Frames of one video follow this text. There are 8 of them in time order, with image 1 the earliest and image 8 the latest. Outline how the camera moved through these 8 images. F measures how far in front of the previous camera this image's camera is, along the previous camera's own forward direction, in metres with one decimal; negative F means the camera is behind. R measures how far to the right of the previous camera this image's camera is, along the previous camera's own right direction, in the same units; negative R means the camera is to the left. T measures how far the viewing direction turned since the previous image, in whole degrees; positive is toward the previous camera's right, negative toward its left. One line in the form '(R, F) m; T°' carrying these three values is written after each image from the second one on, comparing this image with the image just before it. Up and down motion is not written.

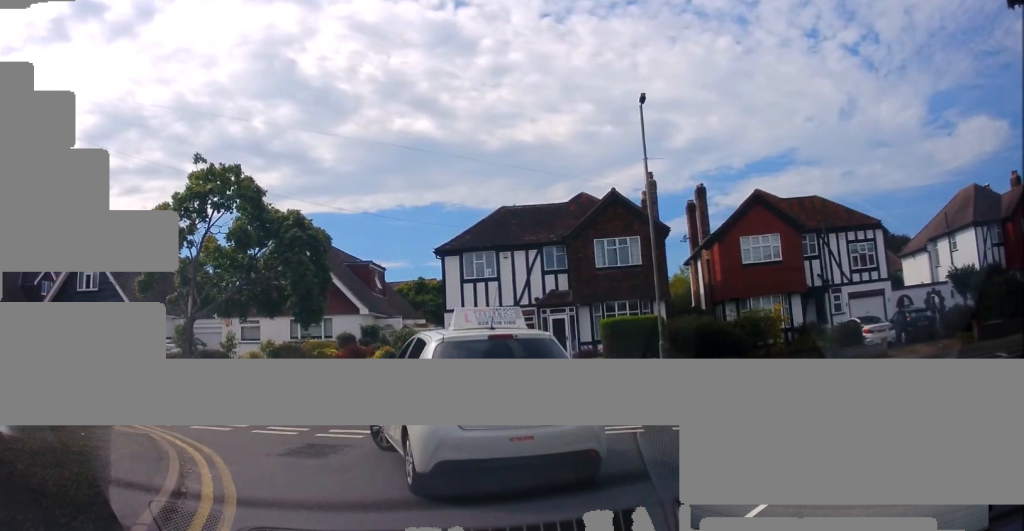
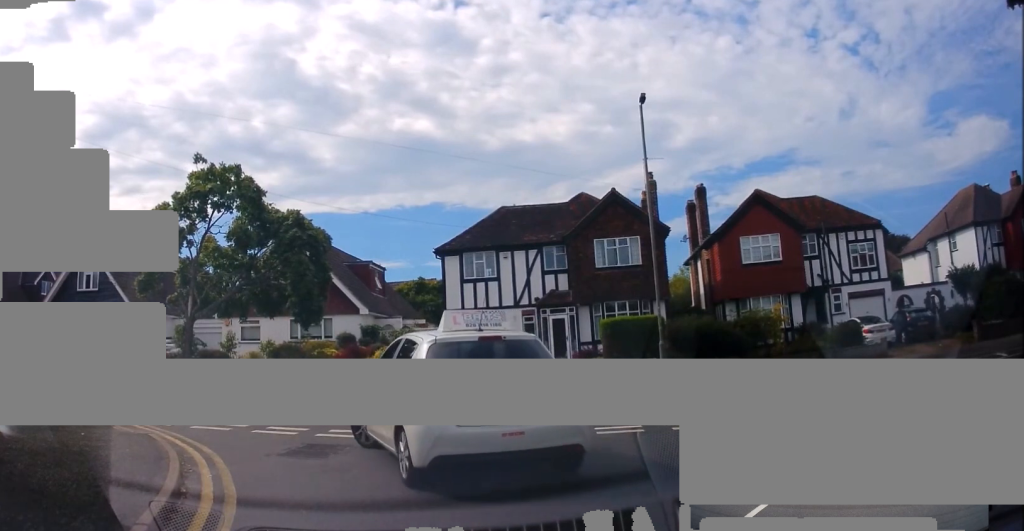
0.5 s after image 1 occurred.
(0.0, 0.0) m; 0°
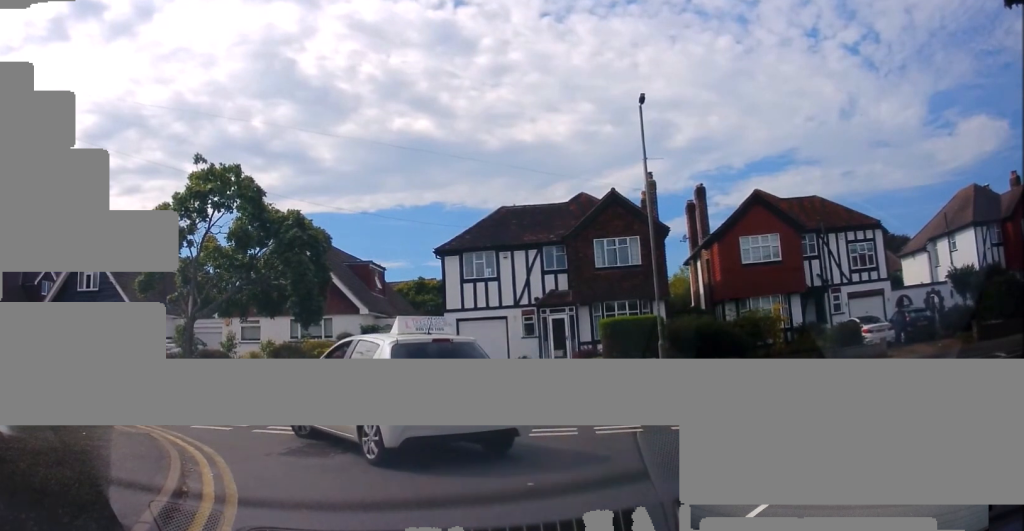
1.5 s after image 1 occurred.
(0.0, 0.0) m; 0°
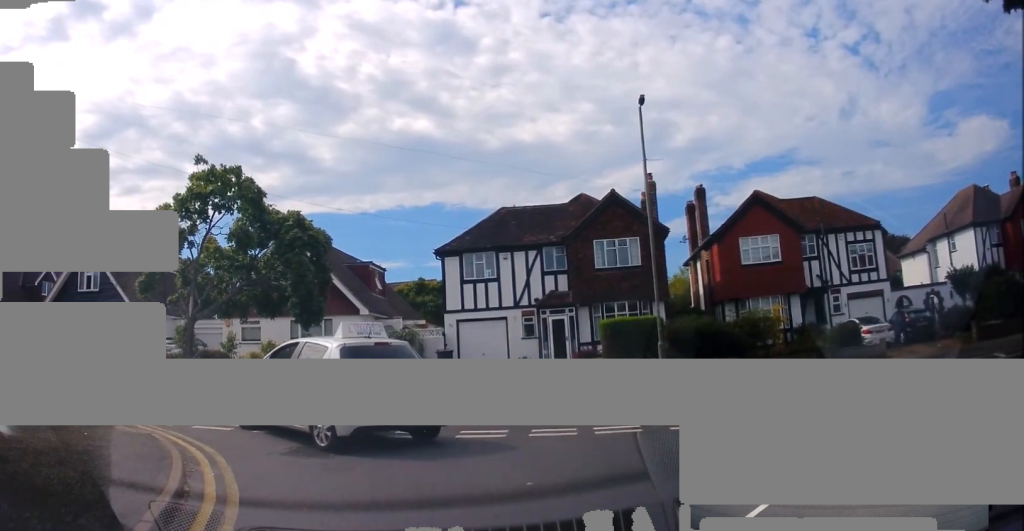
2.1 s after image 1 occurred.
(0.0, 0.0) m; 0°
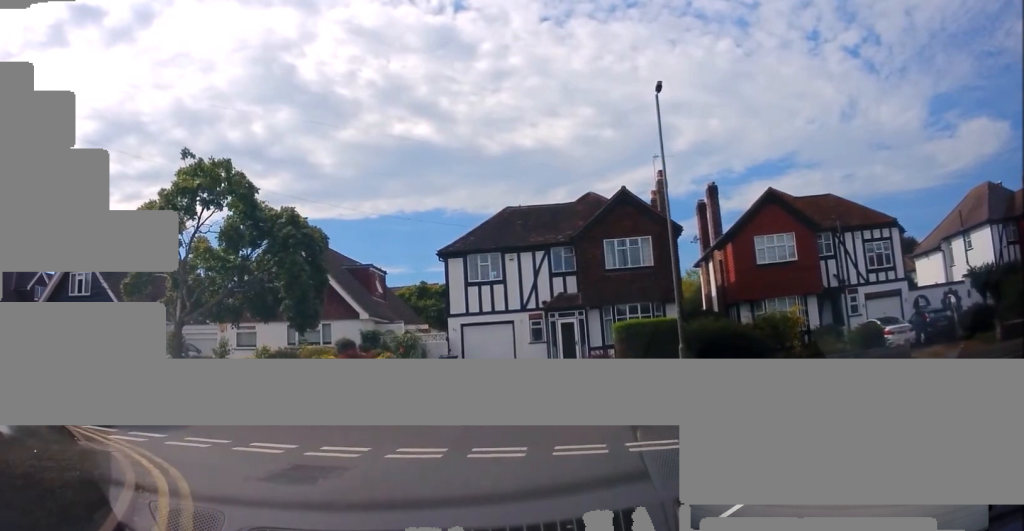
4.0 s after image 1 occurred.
(0.0, 0.0) m; 0°
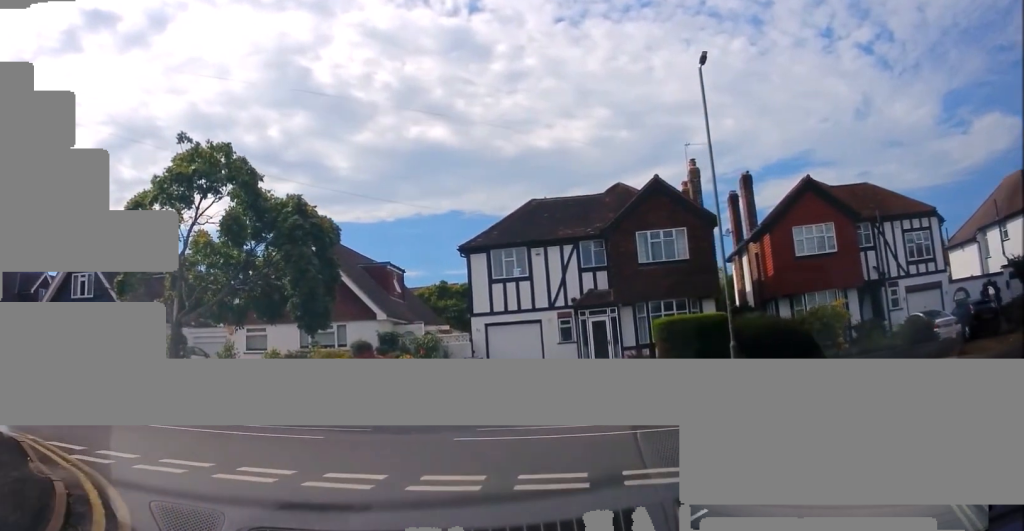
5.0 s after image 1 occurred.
(-0.2, +0.8) m; 0°
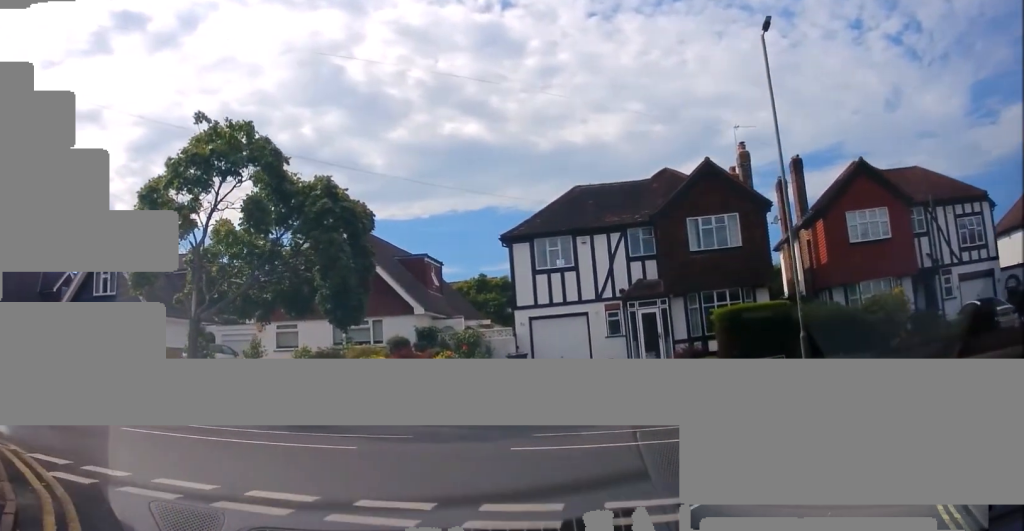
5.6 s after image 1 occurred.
(-0.1, +1.0) m; 0°
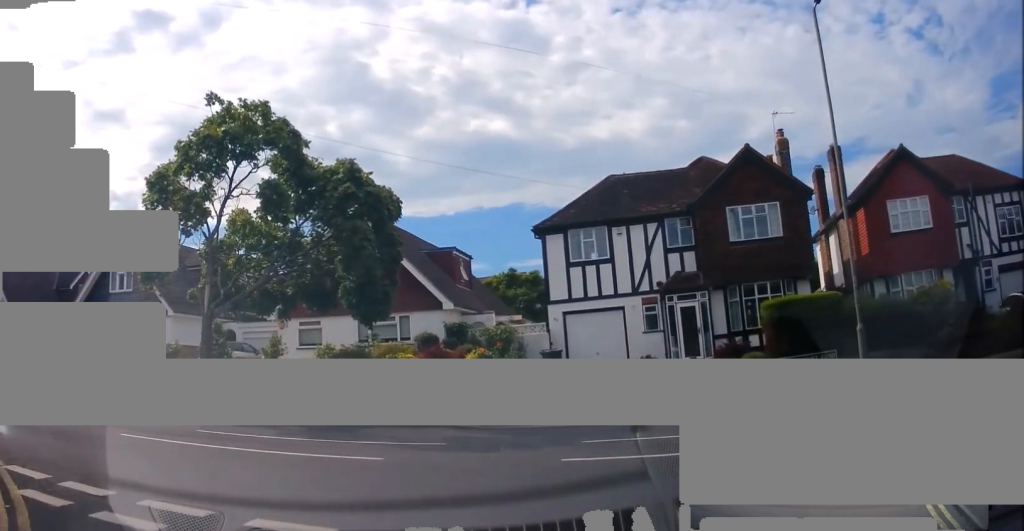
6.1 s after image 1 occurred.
(0.0, +0.9) m; 0°
